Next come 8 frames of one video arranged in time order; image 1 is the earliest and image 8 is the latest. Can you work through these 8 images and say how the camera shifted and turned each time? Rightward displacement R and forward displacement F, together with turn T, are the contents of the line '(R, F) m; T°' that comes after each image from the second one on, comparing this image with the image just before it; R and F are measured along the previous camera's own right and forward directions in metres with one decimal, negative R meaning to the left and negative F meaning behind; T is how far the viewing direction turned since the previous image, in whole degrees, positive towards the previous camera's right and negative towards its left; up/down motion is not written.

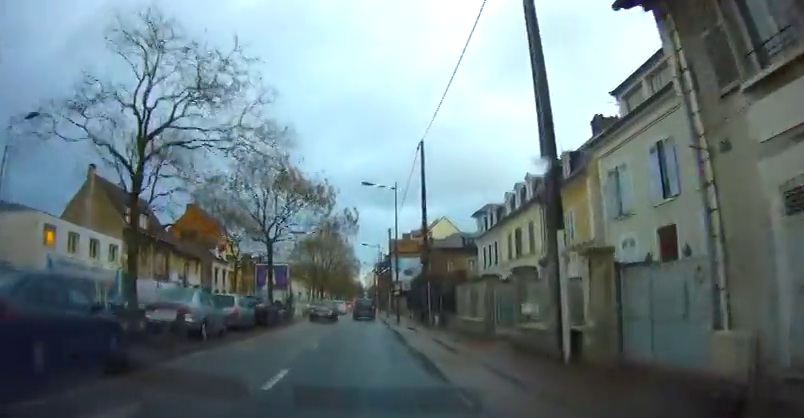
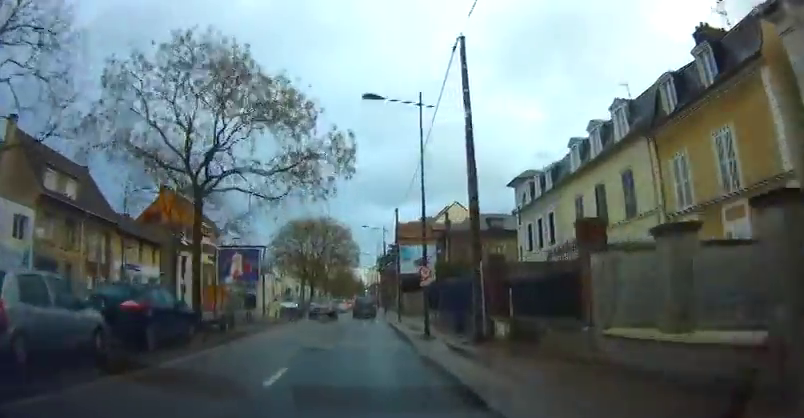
(+0.3, +13.1) m; +1°
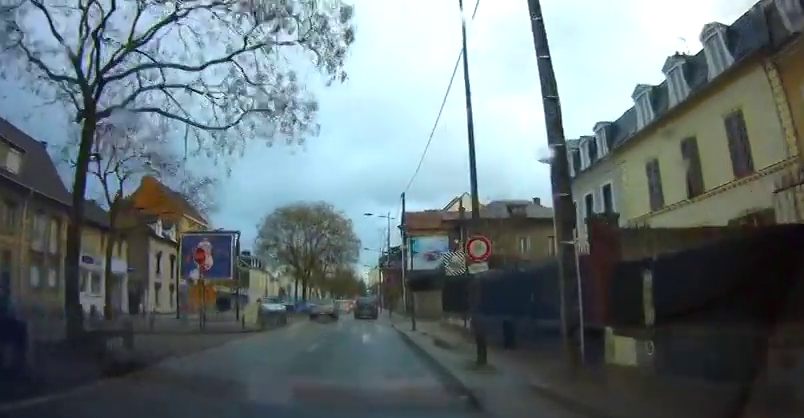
(0.0, +7.5) m; 0°
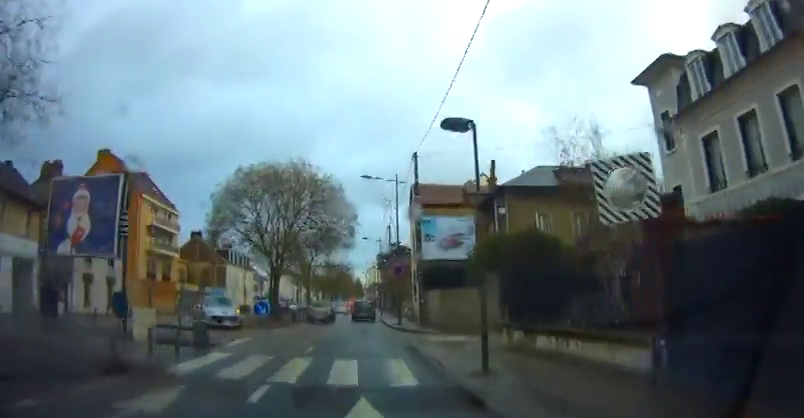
(-0.2, +13.1) m; -1°
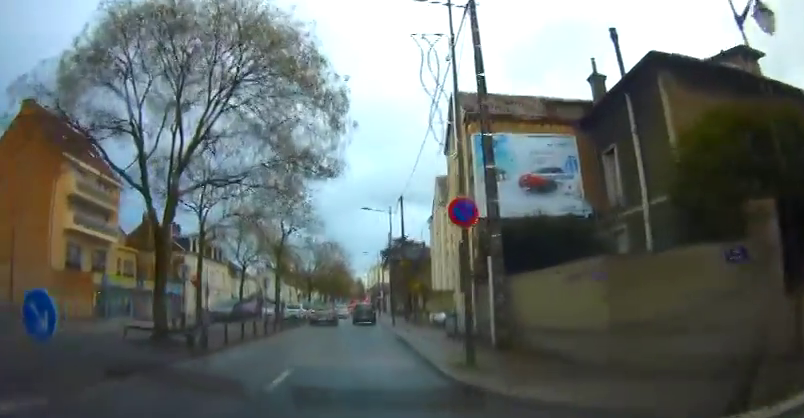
(+0.3, +18.2) m; +3°
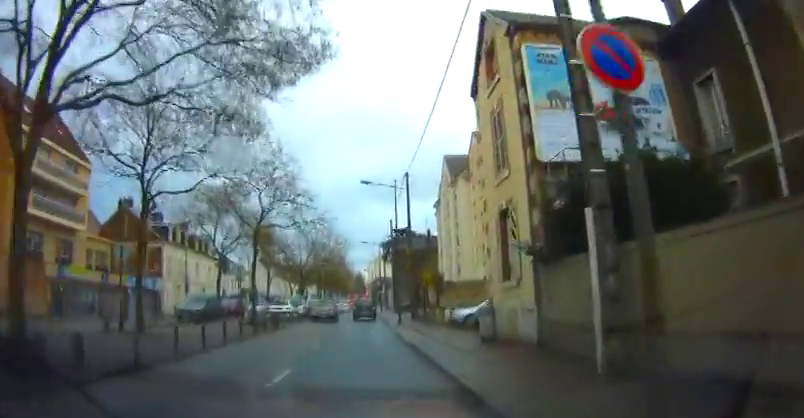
(0.0, +6.5) m; -1°
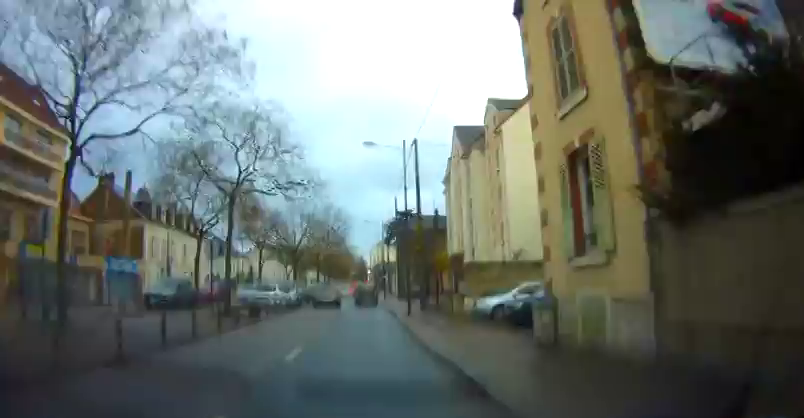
(+0.1, +5.1) m; -1°
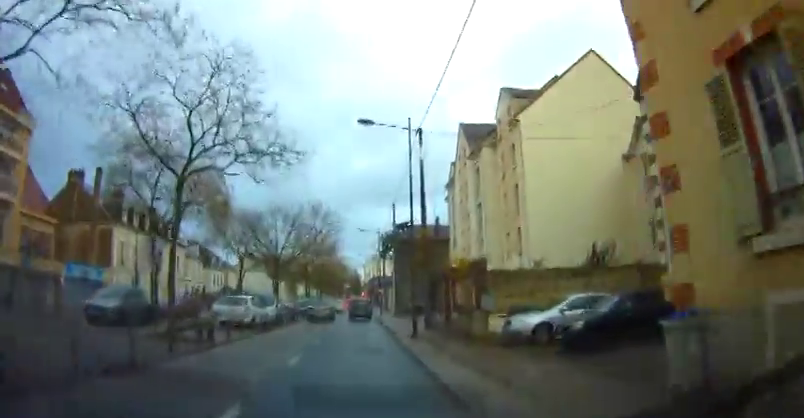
(-0.2, +5.4) m; 0°
